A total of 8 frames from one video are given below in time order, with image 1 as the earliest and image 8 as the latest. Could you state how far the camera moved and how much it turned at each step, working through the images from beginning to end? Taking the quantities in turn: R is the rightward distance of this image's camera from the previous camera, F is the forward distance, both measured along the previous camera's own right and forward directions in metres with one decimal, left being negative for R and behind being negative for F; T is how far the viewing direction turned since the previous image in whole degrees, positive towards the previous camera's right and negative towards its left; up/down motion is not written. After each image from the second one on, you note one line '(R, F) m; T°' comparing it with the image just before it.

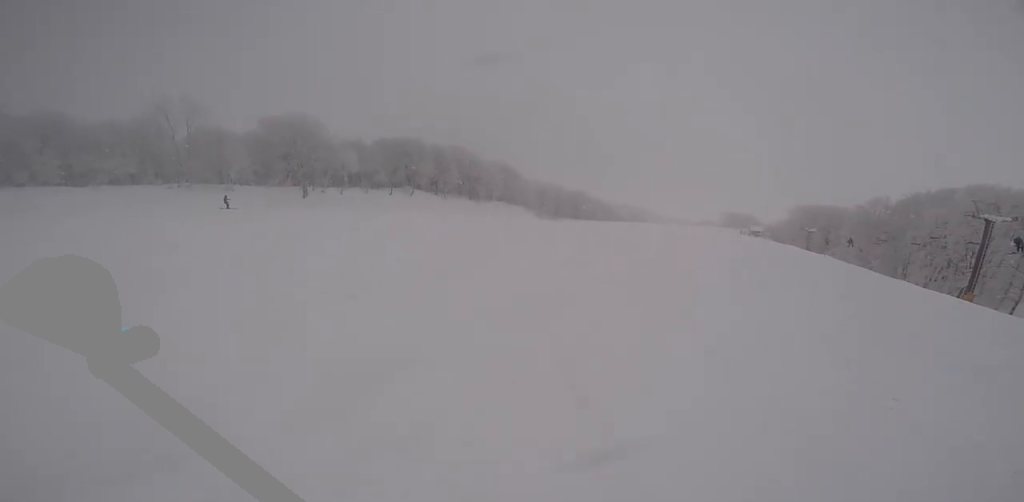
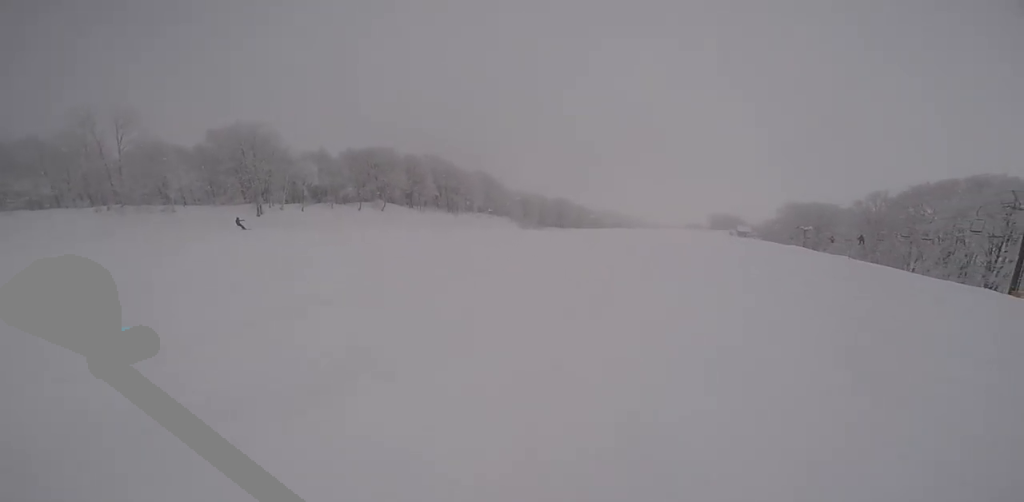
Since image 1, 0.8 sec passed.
(-0.2, +5.7) m; +6°
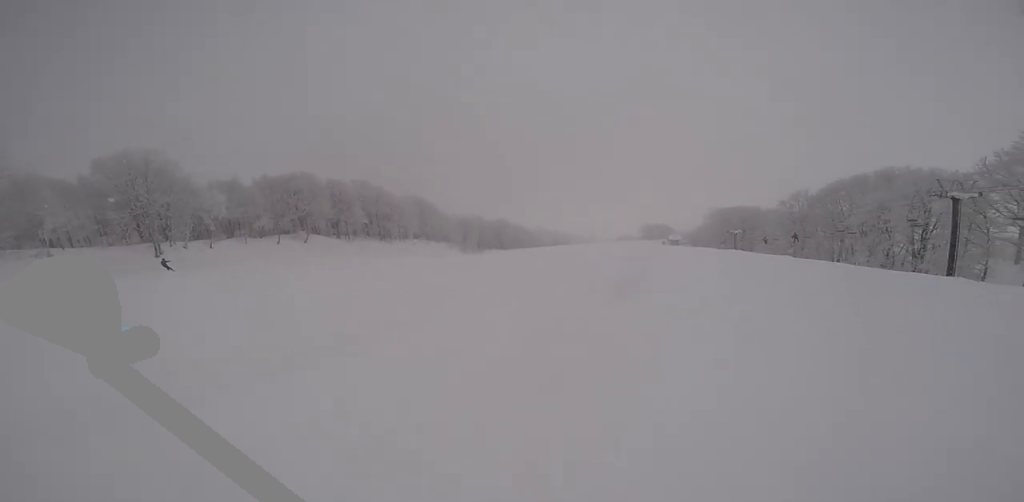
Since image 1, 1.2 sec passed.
(-0.6, +3.1) m; +6°
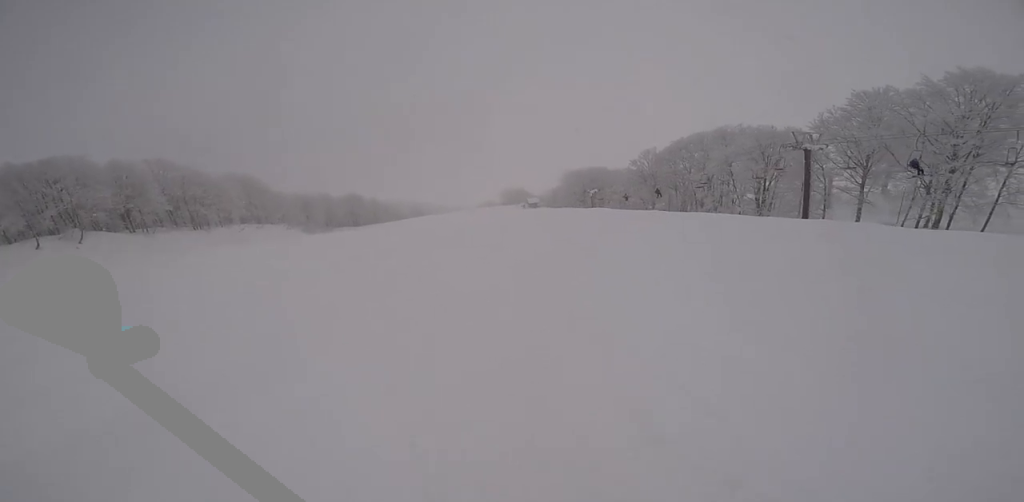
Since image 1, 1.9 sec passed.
(+1.3, +4.9) m; +14°
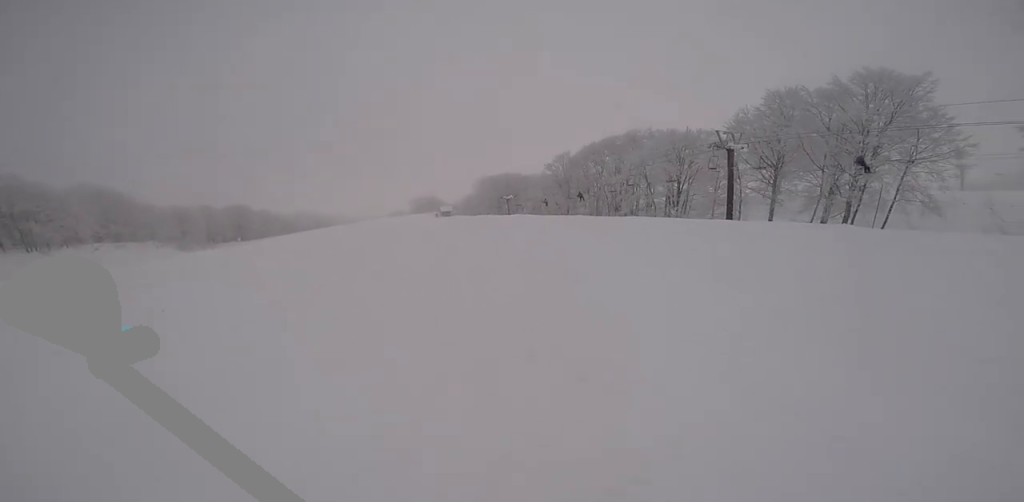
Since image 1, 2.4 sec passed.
(+0.5, +4.1) m; +8°
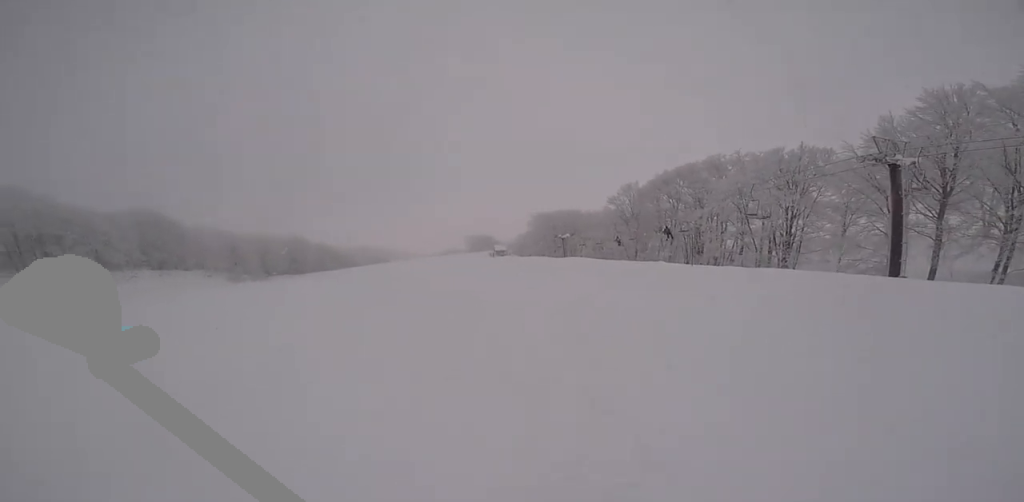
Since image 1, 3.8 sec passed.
(+0.2, +10.0) m; -7°
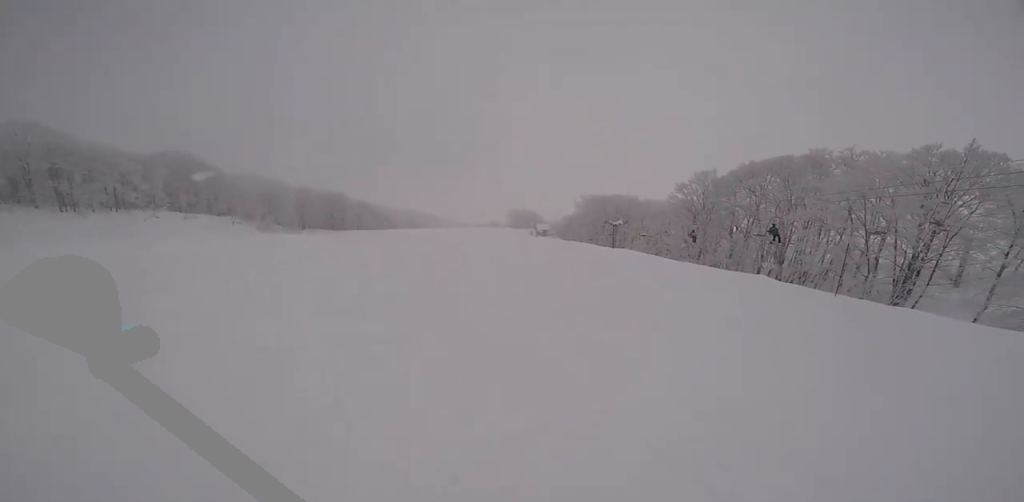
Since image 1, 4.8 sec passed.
(-1.0, +7.0) m; -18°
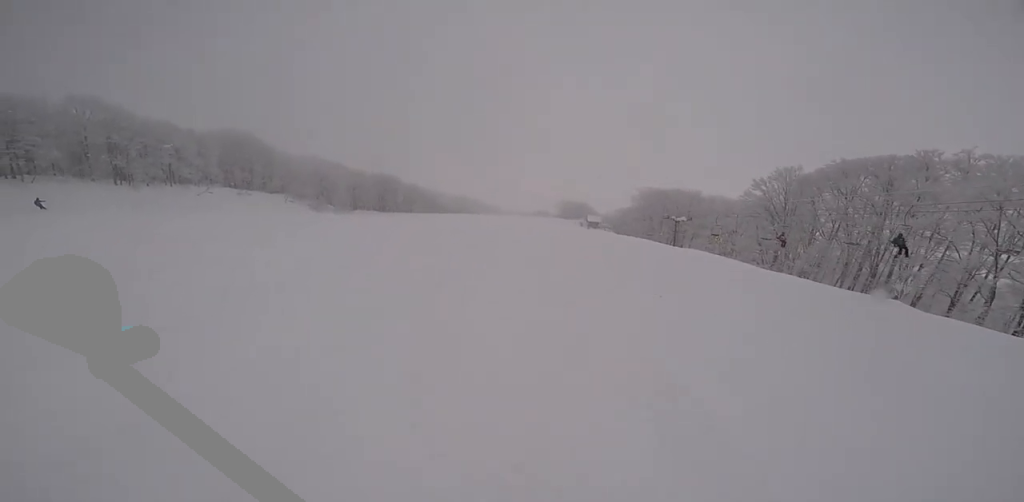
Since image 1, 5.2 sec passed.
(-0.3, +3.2) m; -9°
